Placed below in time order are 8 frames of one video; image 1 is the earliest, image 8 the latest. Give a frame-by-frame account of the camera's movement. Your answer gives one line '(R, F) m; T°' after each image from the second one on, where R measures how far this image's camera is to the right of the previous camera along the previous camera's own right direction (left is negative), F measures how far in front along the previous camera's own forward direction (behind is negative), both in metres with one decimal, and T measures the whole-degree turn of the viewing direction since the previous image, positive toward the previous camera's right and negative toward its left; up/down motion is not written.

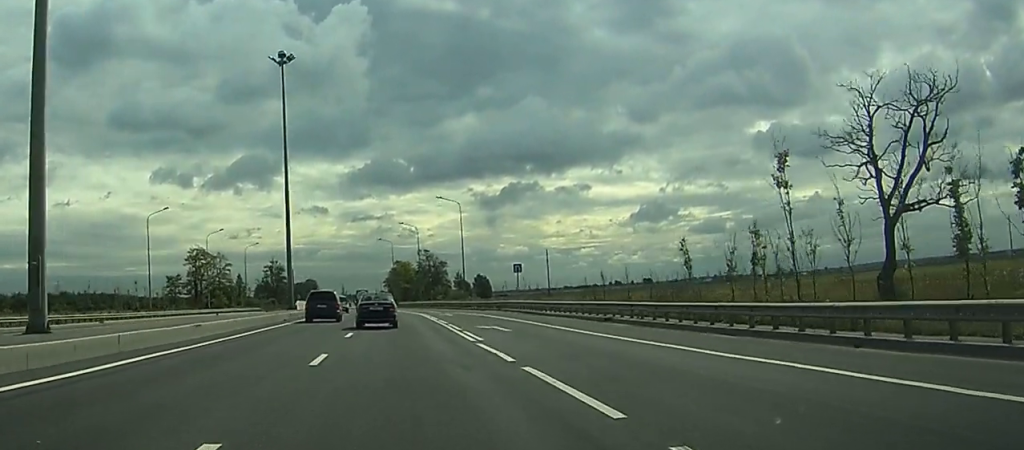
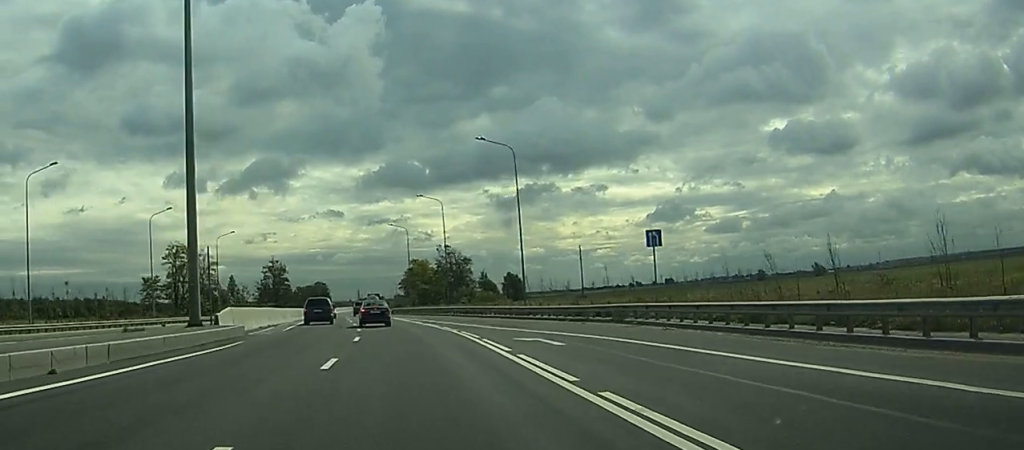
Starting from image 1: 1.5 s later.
(+0.2, +35.8) m; 0°
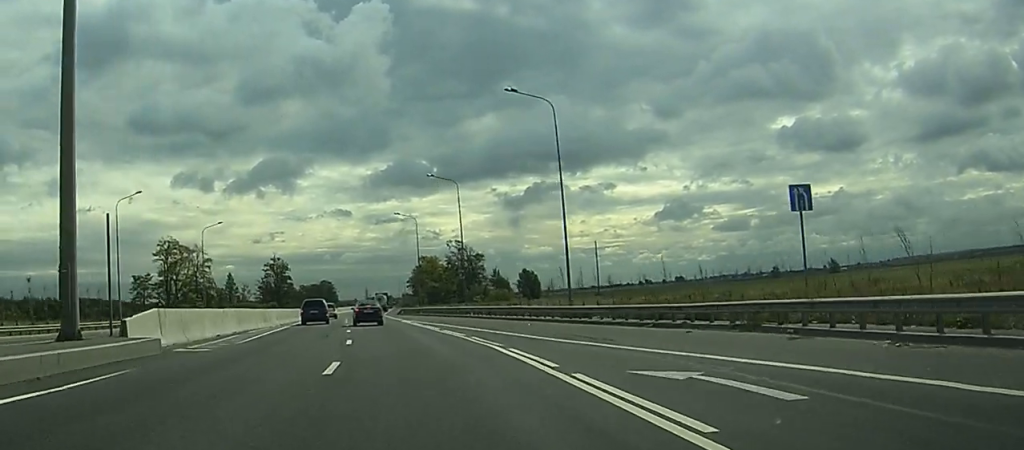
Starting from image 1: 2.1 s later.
(-0.1, +13.5) m; -1°
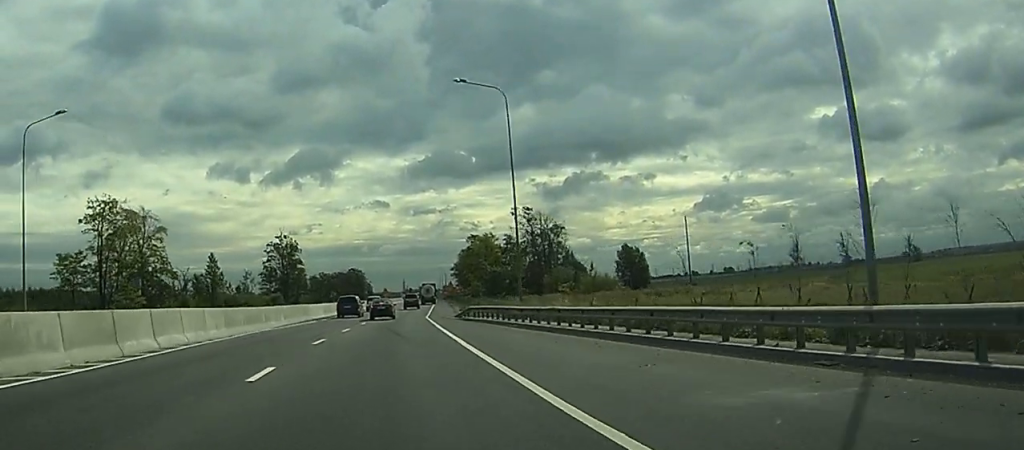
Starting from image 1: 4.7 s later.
(-1.6, +61.7) m; -3°
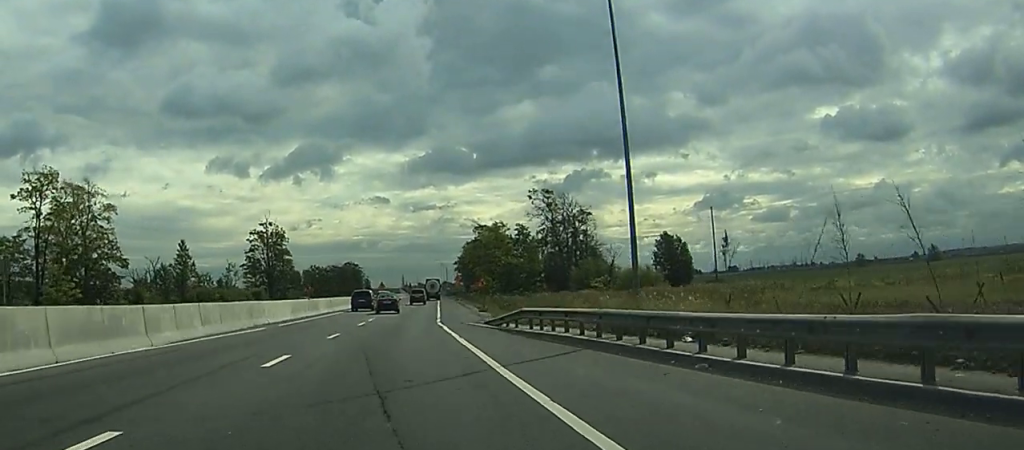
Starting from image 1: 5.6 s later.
(-0.1, +21.8) m; 0°
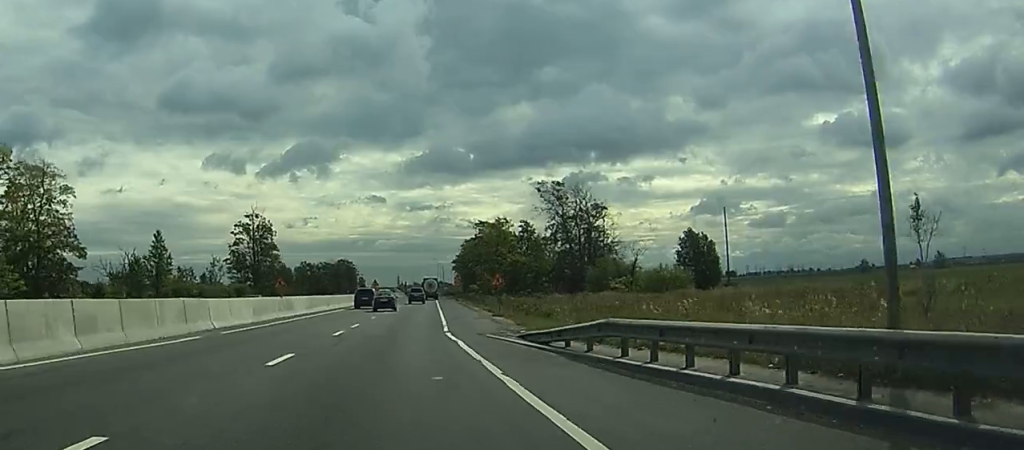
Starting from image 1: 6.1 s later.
(0.0, +12.1) m; 0°
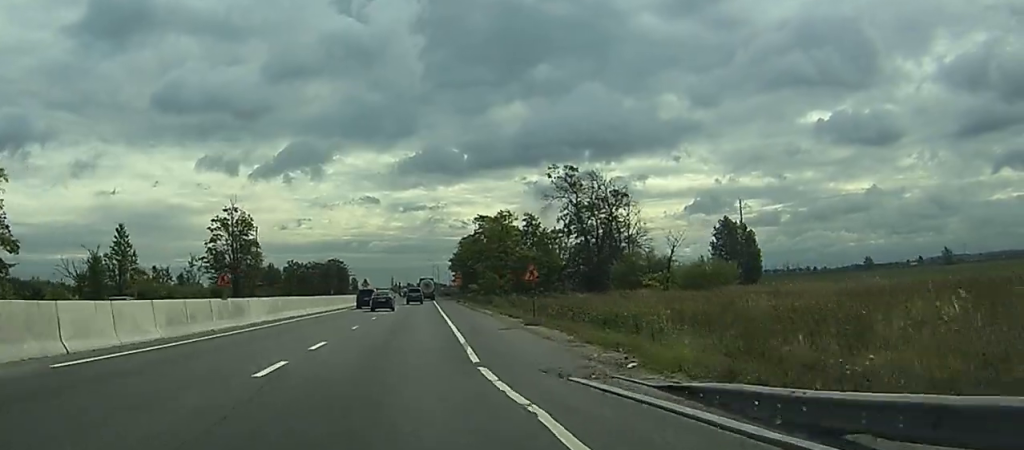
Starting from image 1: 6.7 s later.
(0.0, +14.5) m; 0°
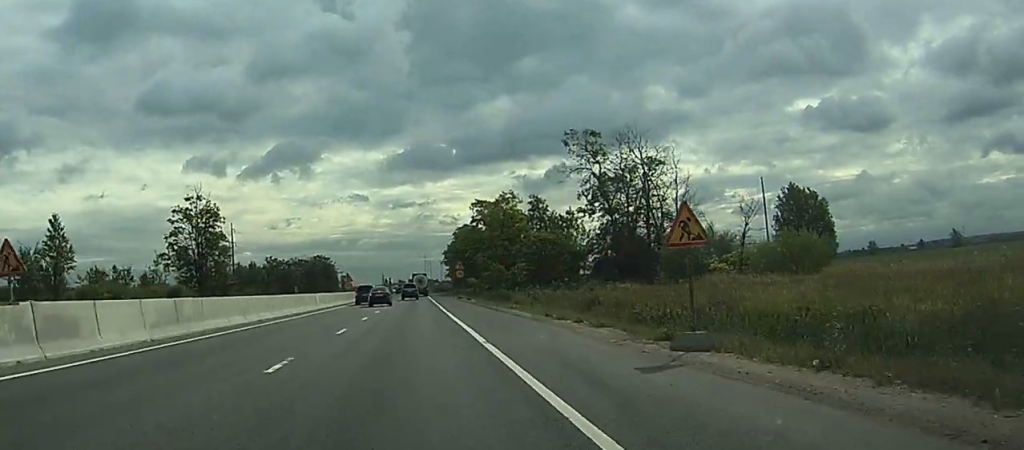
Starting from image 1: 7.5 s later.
(+0.1, +19.3) m; +1°
